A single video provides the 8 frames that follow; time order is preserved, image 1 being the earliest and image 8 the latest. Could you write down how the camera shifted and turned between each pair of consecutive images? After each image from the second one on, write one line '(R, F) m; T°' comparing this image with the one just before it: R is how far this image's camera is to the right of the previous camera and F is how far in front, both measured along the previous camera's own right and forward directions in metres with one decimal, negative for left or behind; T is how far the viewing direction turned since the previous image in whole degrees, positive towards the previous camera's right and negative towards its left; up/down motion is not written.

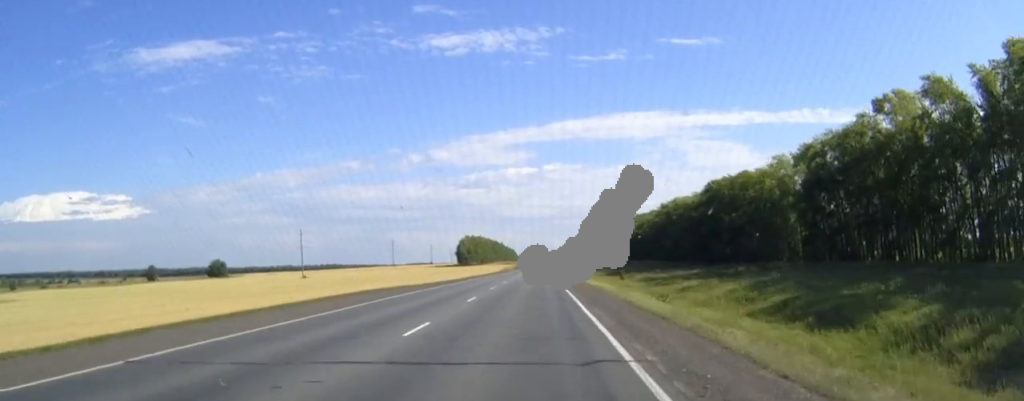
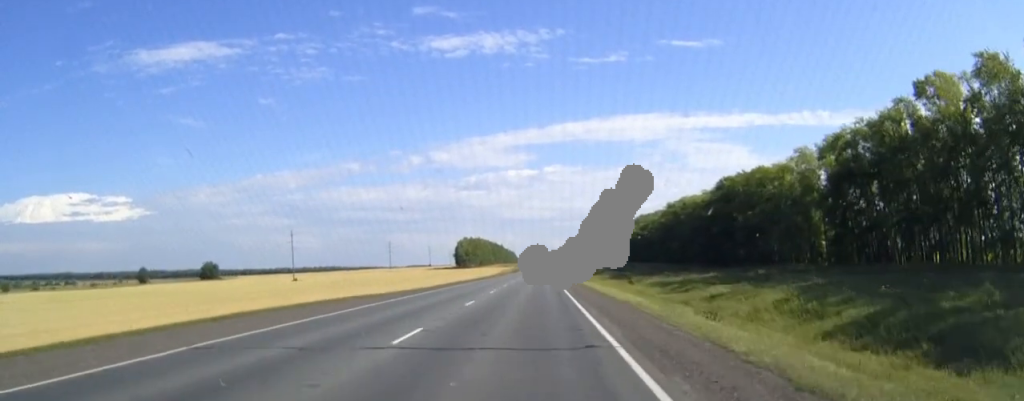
(0.0, +13.0) m; 0°
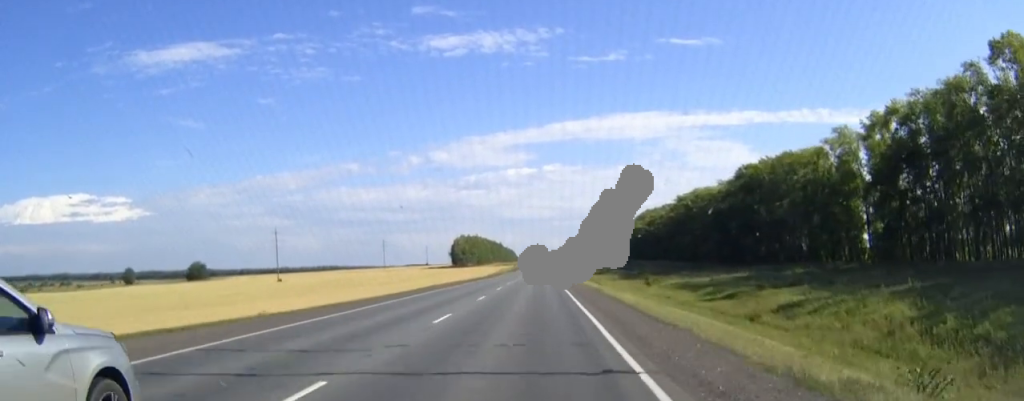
(0.0, +19.2) m; 0°
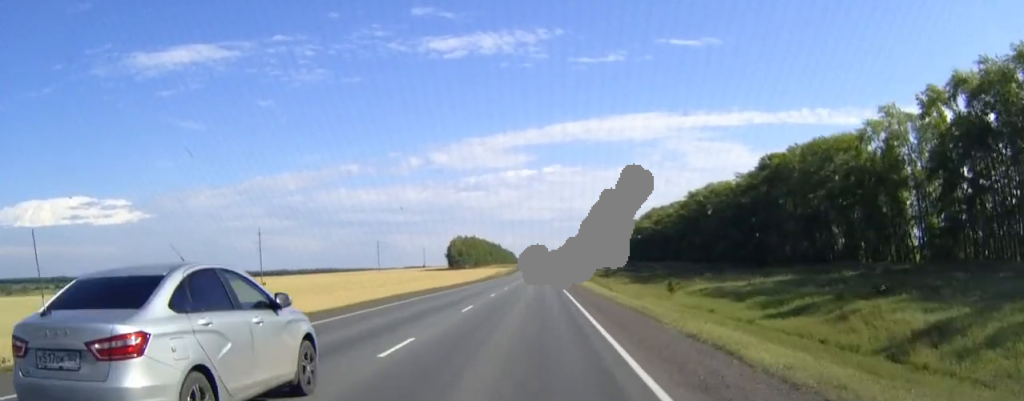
(0.0, +18.2) m; 0°
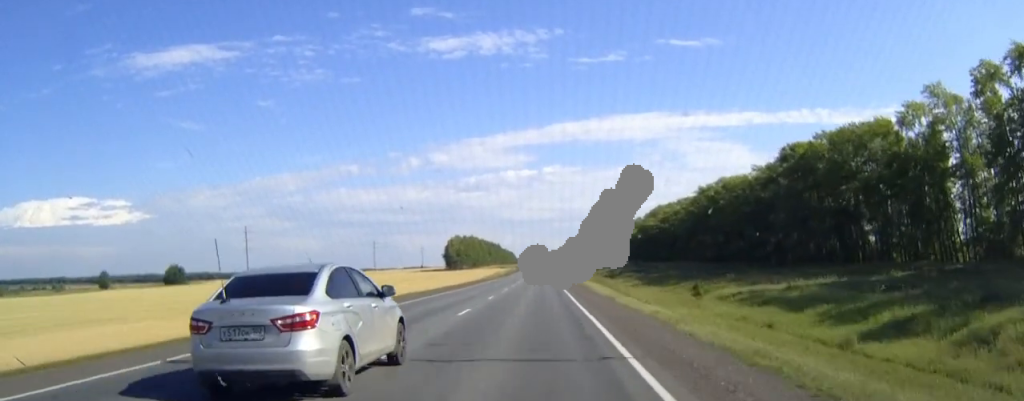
(0.0, +13.6) m; 0°
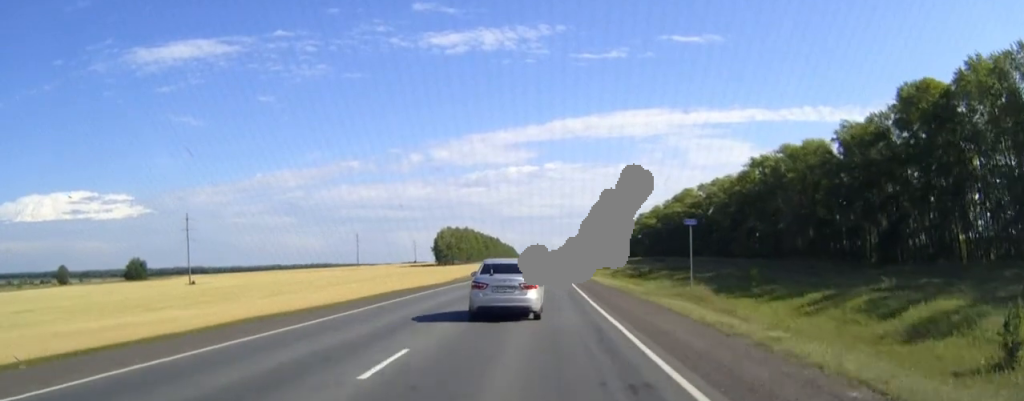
(0.0, +48.7) m; 0°
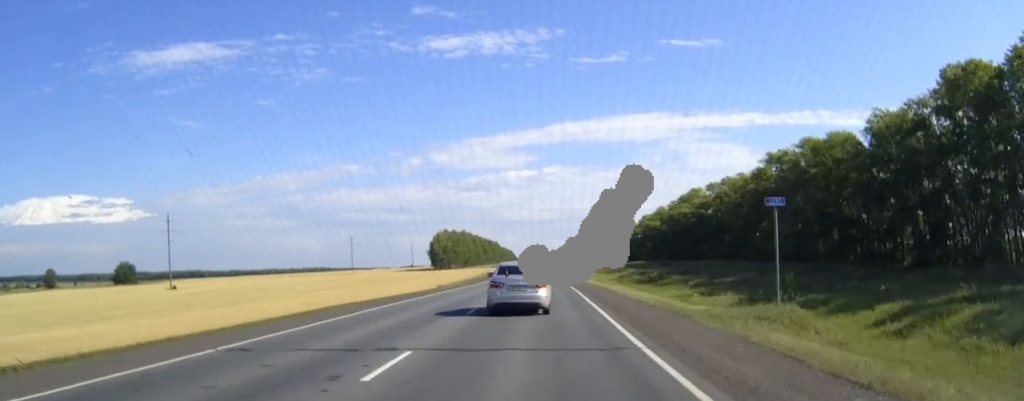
(0.0, +12.1) m; 0°
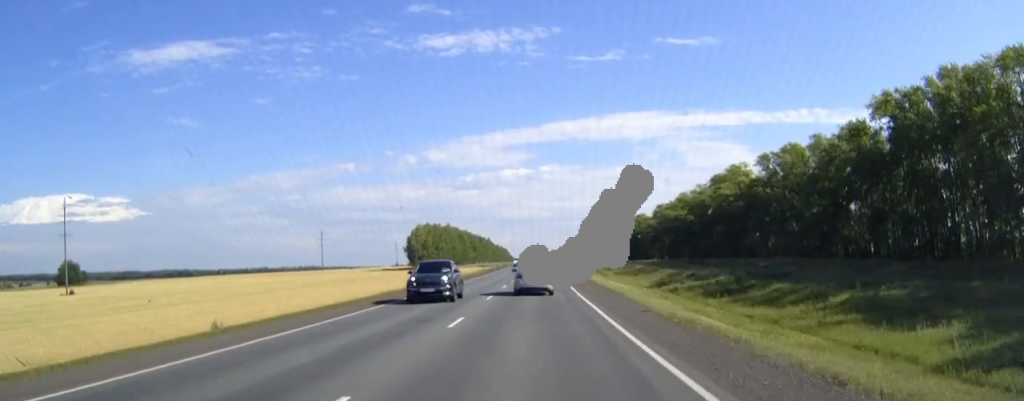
(+0.1, +51.7) m; 0°
